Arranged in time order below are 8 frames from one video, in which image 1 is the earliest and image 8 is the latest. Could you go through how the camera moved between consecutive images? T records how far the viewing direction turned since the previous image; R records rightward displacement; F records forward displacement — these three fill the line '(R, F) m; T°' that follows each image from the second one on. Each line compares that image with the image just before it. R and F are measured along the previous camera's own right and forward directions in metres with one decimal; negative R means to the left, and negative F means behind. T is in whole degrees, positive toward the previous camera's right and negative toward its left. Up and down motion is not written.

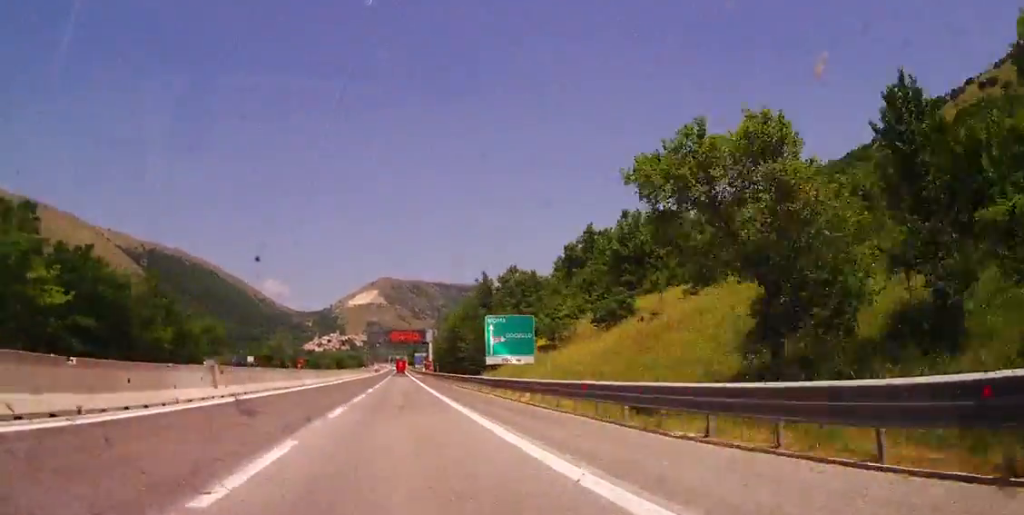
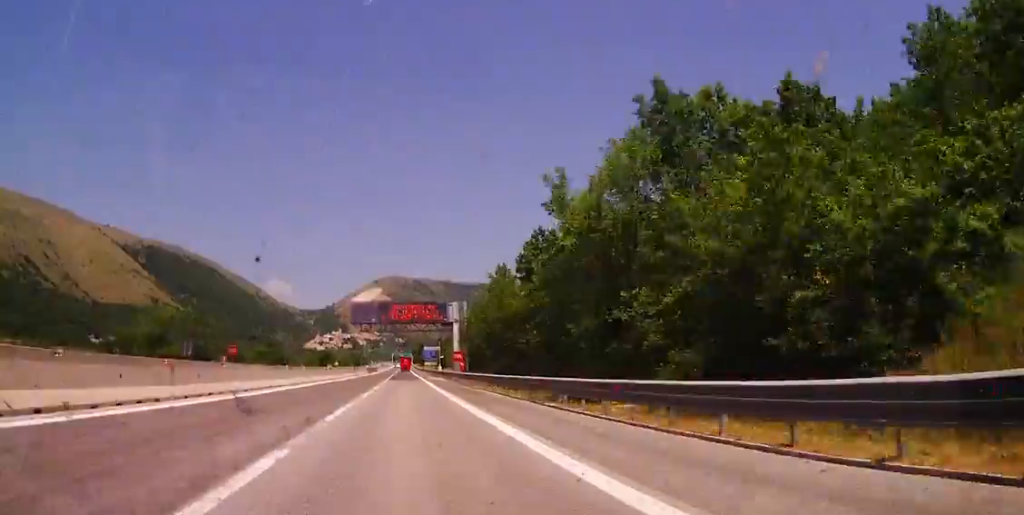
(-0.2, +56.8) m; 0°
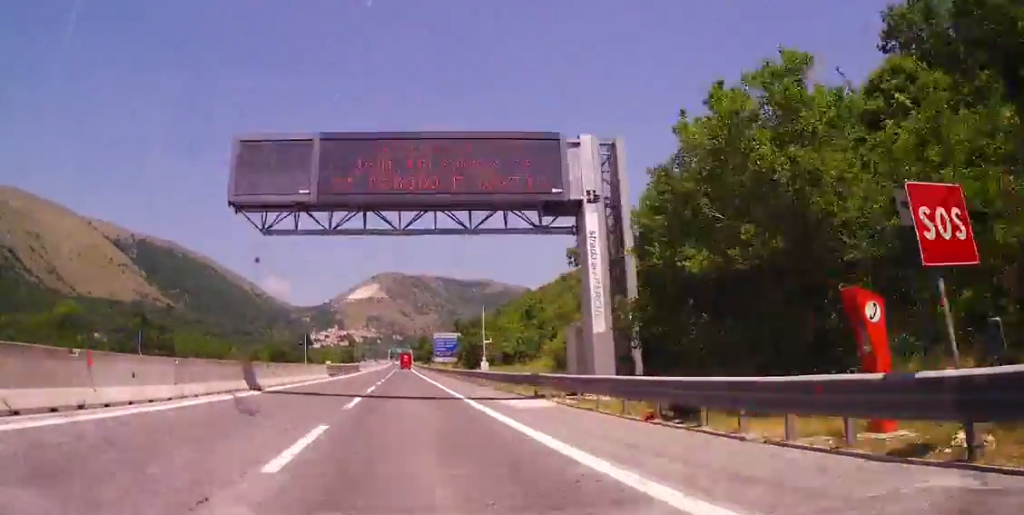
(+0.1, +62.0) m; 0°
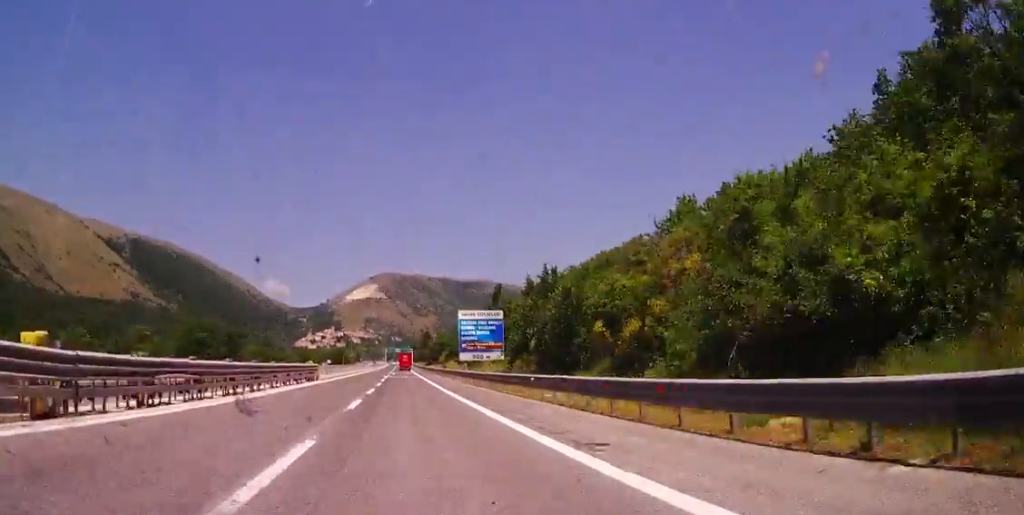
(-0.2, +48.9) m; 0°
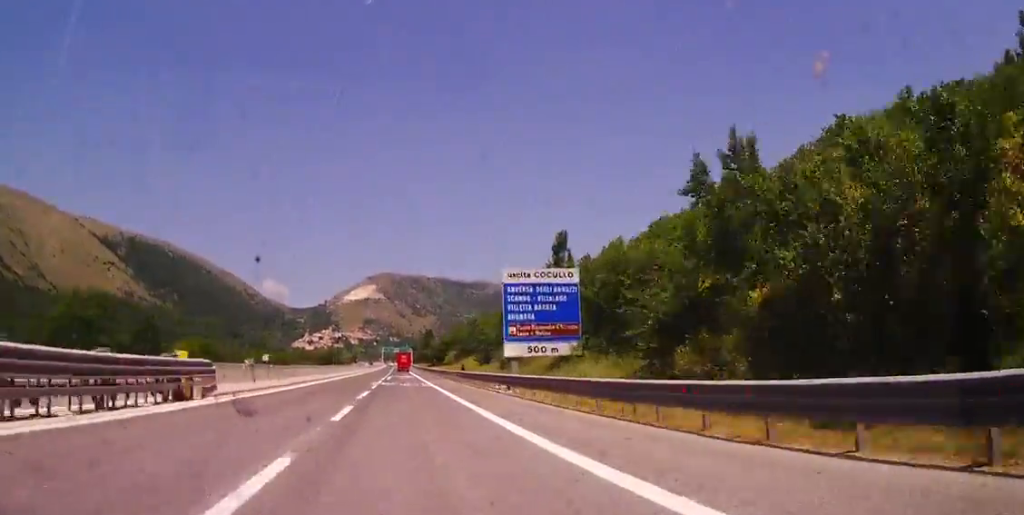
(0.0, +28.7) m; 0°
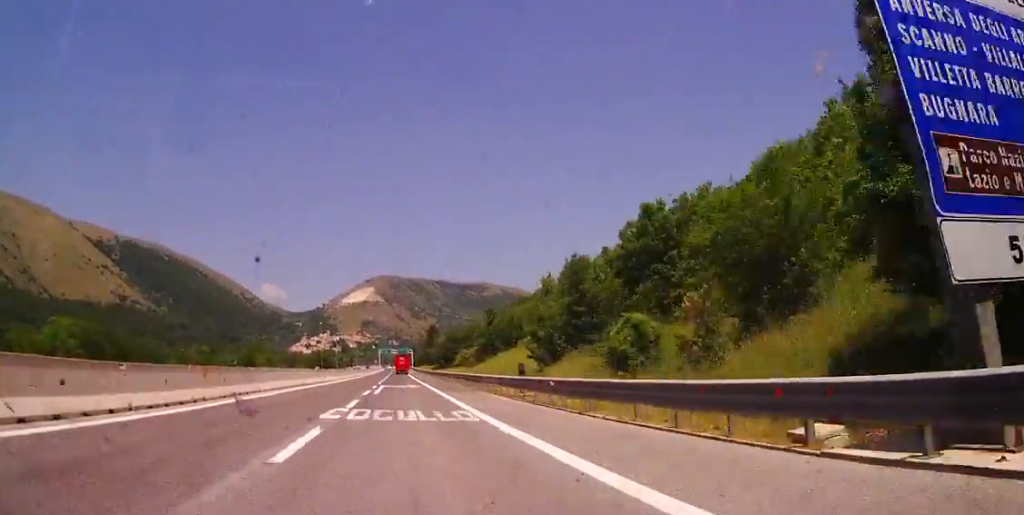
(0.0, +31.0) m; 0°
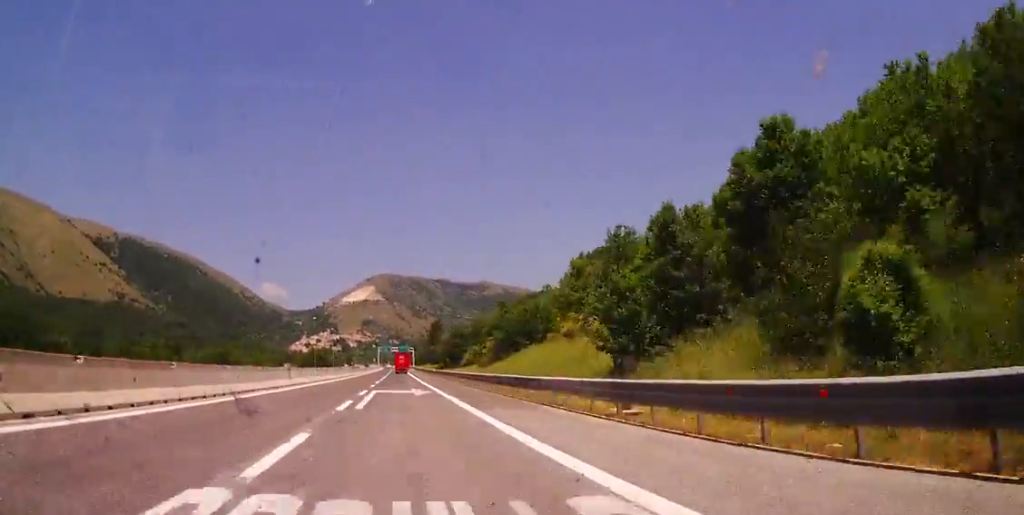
(-0.1, +14.8) m; 0°
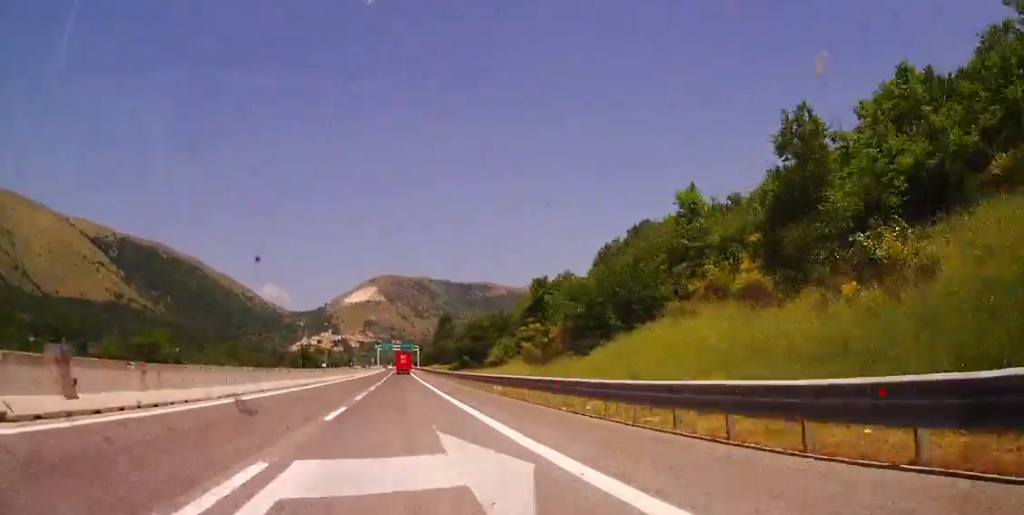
(+0.2, +28.1) m; 0°
